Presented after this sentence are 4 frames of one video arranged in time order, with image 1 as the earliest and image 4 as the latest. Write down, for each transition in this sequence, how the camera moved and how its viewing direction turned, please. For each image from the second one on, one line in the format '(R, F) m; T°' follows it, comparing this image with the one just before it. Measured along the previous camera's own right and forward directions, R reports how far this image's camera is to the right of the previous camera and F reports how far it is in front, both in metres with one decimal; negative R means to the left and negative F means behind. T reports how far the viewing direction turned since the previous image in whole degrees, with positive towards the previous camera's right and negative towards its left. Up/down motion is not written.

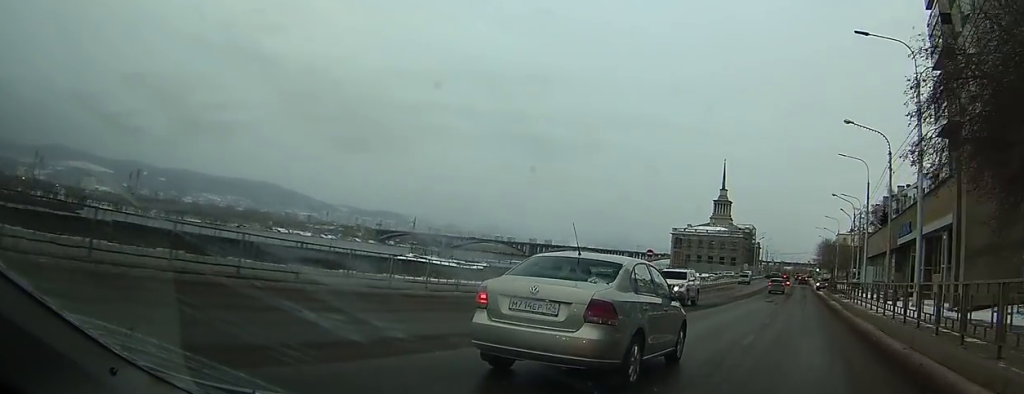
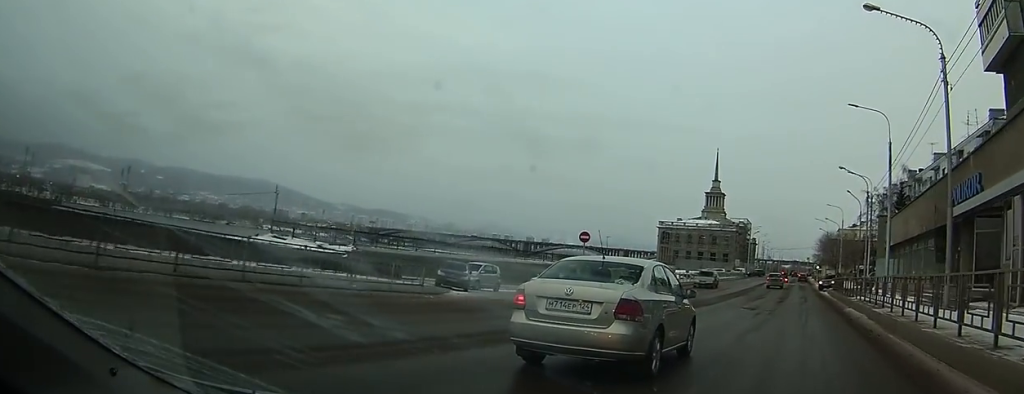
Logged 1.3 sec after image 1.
(-0.2, +16.4) m; -1°
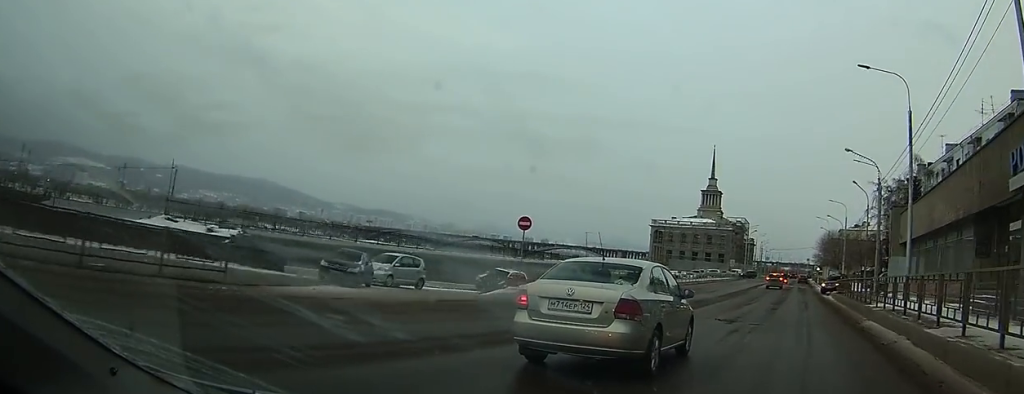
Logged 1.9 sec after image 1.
(-0.1, +8.5) m; 0°
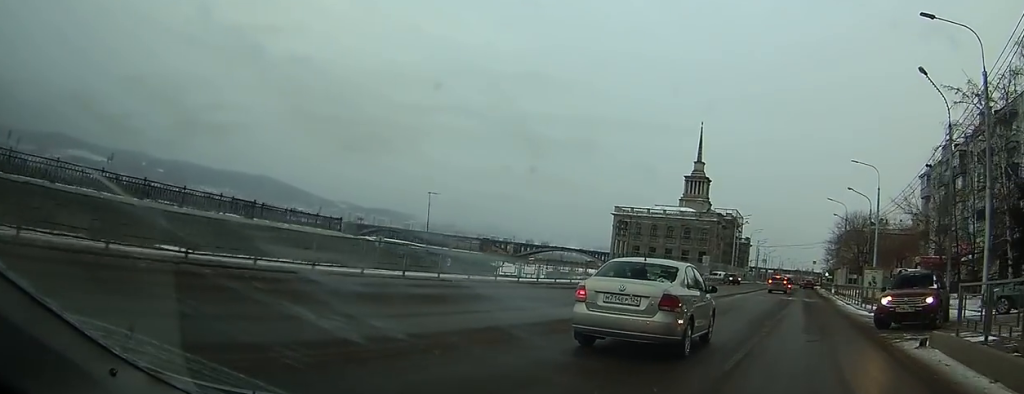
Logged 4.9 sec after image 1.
(+1.2, +37.9) m; +4°
